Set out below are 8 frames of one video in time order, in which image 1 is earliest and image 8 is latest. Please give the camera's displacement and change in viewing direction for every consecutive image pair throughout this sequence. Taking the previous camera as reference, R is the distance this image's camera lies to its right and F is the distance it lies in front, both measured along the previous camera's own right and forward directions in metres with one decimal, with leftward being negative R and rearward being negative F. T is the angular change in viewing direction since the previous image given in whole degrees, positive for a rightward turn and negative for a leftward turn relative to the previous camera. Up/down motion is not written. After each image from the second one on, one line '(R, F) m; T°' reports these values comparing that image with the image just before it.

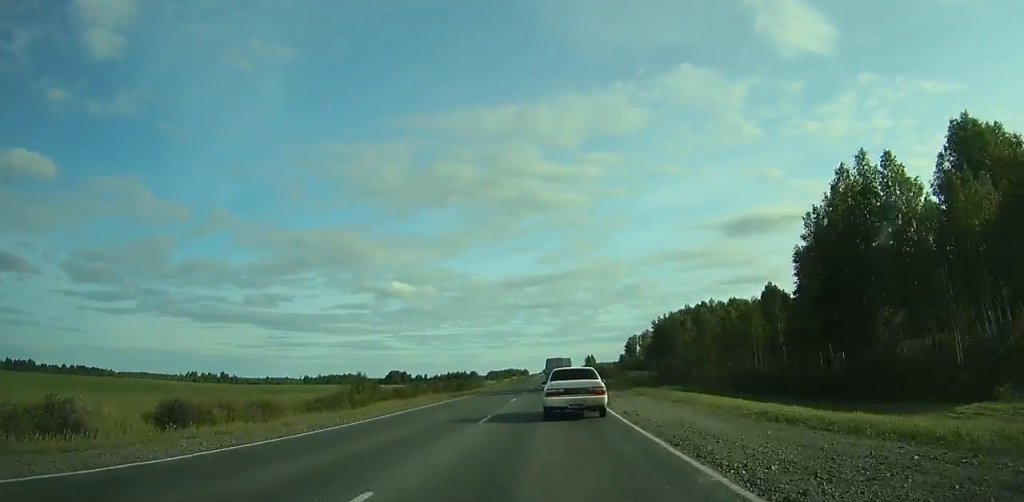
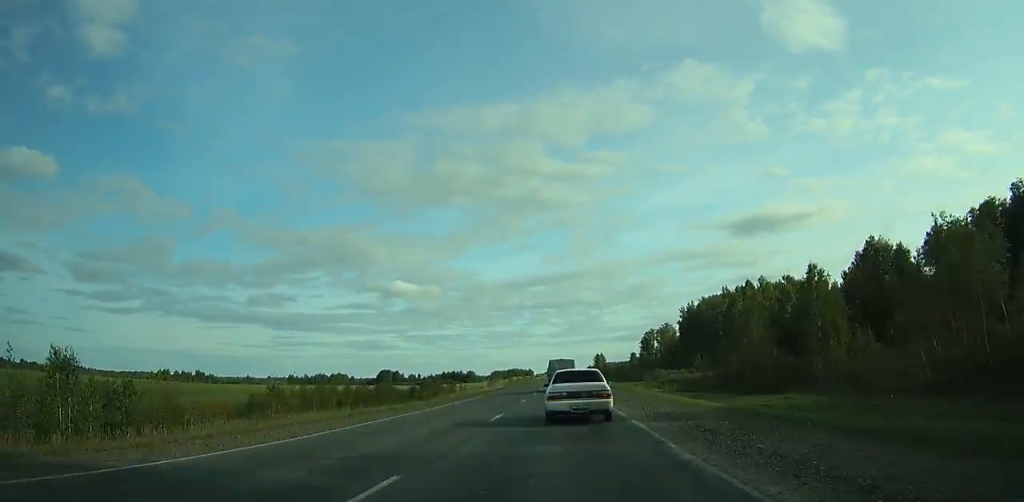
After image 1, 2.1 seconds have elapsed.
(0.0, +46.9) m; 0°
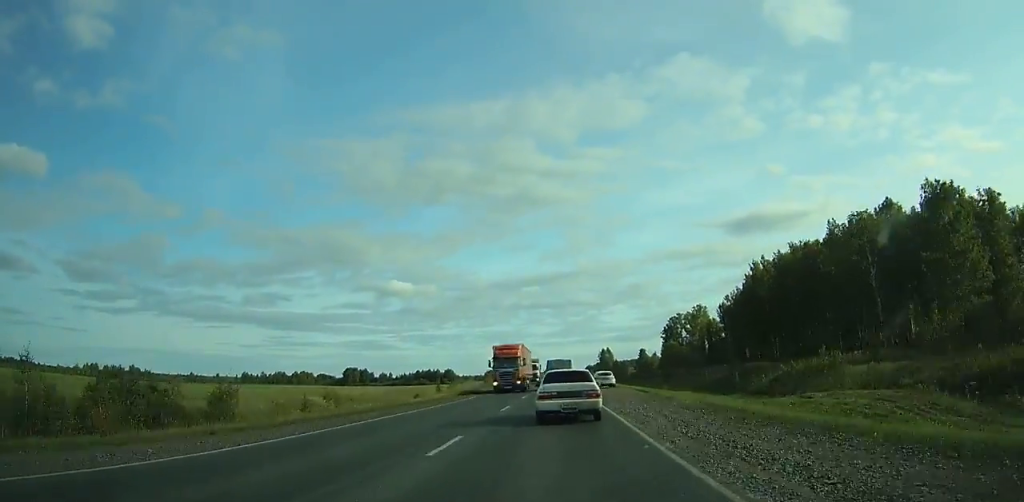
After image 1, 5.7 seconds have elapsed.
(-0.1, +79.6) m; 0°
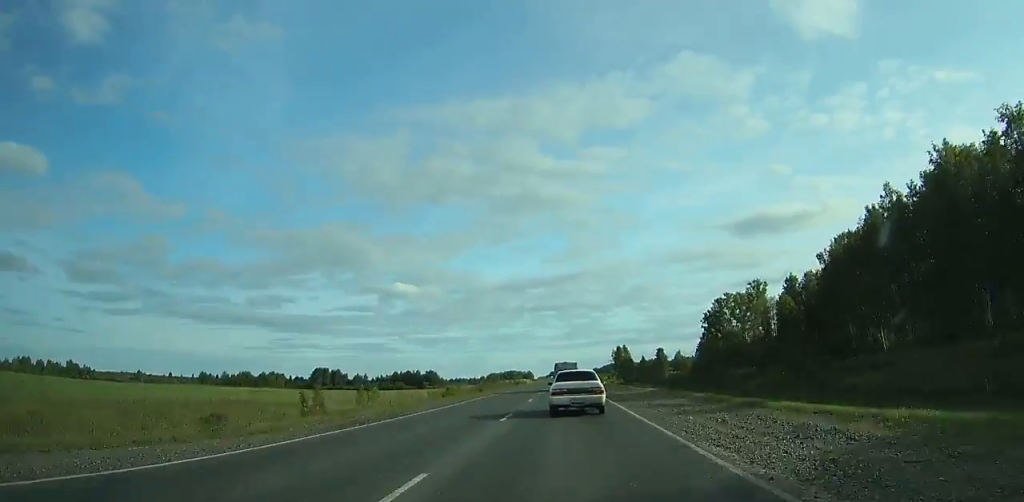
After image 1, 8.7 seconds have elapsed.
(-0.2, +65.6) m; 0°
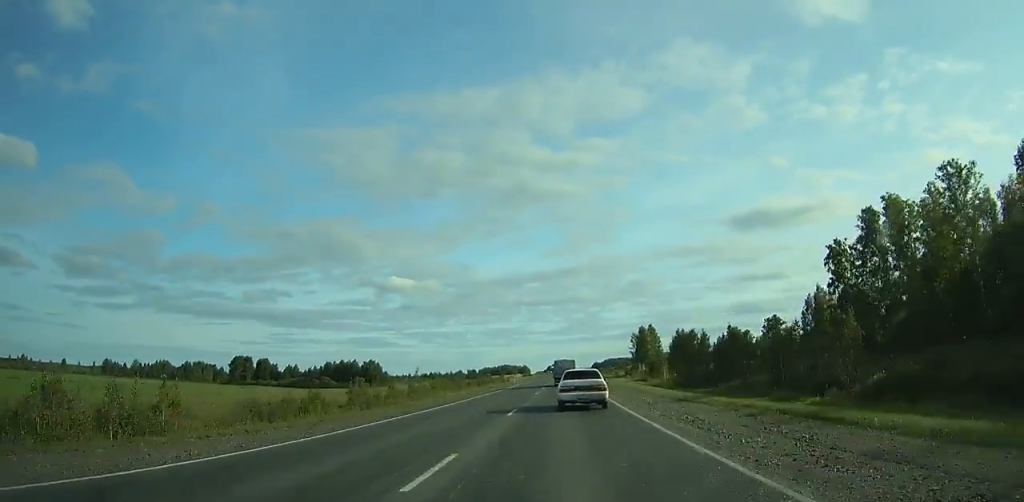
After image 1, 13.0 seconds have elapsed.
(0.0, +94.2) m; 0°
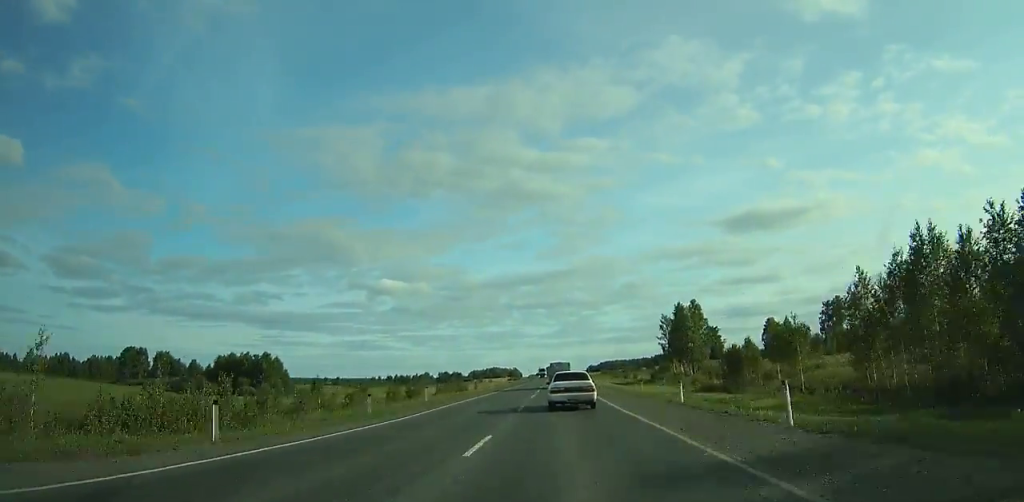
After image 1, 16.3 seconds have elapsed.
(-0.1, +73.7) m; 0°
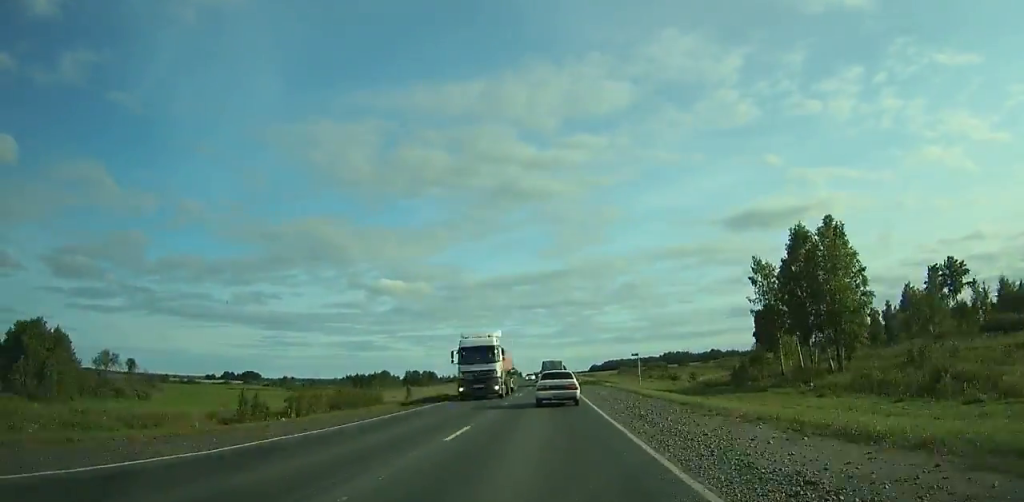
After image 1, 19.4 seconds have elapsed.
(+0.5, +70.5) m; 0°
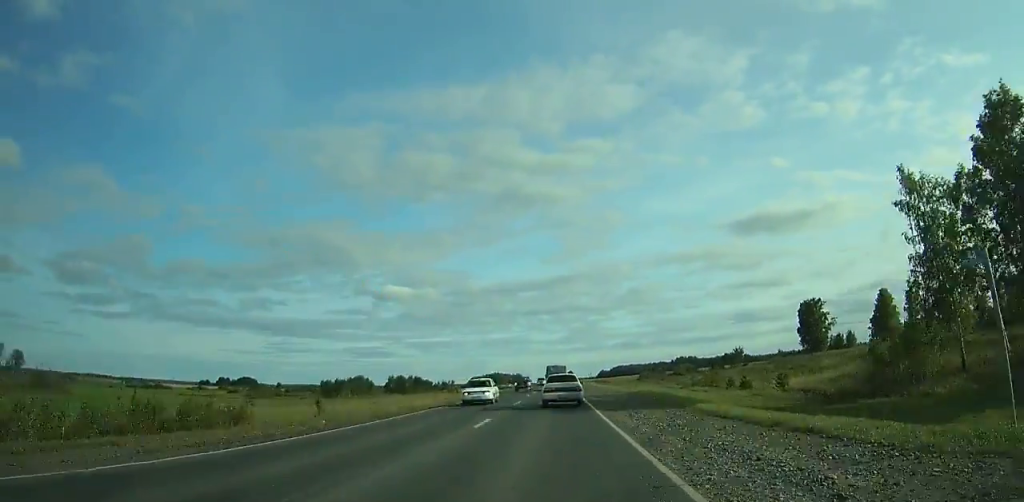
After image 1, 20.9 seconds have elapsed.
(0.0, +34.6) m; 0°
